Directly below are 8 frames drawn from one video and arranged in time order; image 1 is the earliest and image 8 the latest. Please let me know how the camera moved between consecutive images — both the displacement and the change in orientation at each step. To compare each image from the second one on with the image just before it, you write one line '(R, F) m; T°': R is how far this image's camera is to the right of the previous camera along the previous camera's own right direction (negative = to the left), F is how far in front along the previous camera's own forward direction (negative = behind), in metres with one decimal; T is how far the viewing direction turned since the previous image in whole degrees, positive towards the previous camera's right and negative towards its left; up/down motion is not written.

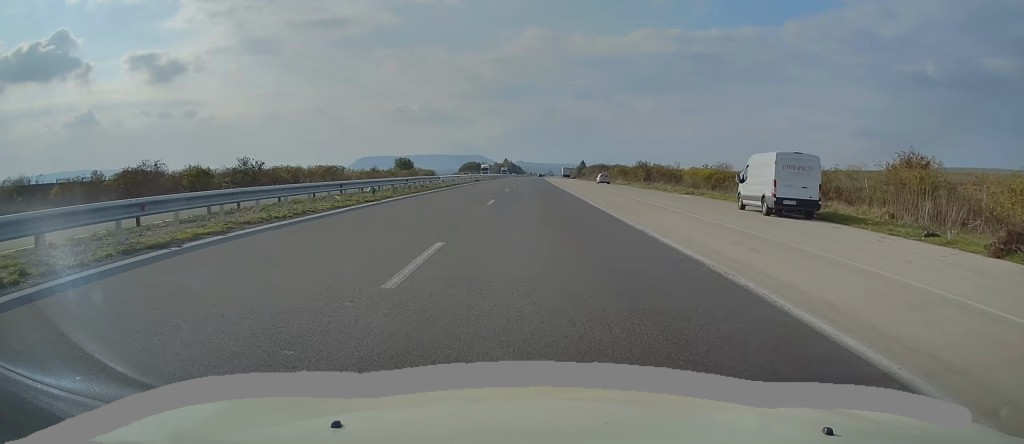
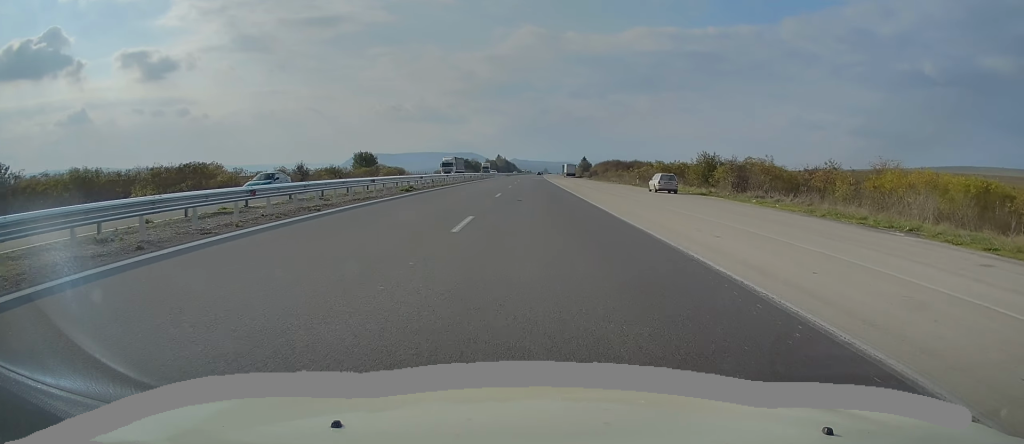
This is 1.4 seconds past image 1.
(+0.6, +43.1) m; 0°
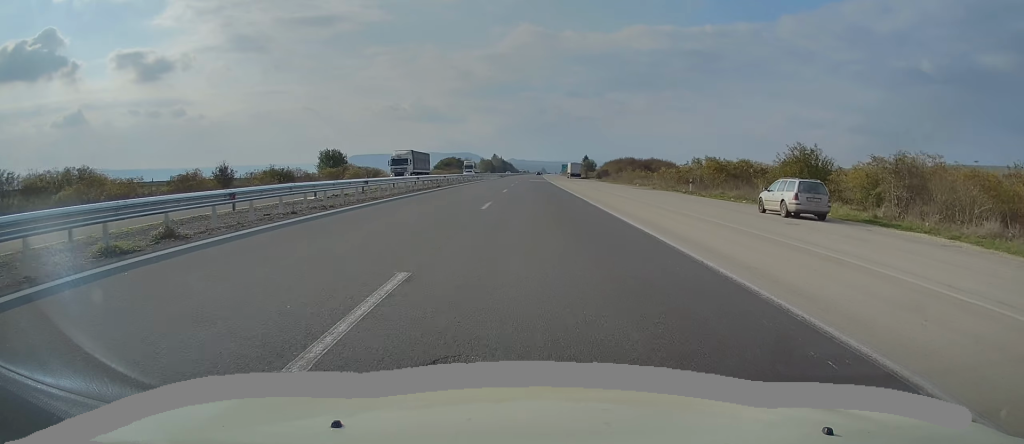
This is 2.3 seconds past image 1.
(-0.4, +24.9) m; 0°
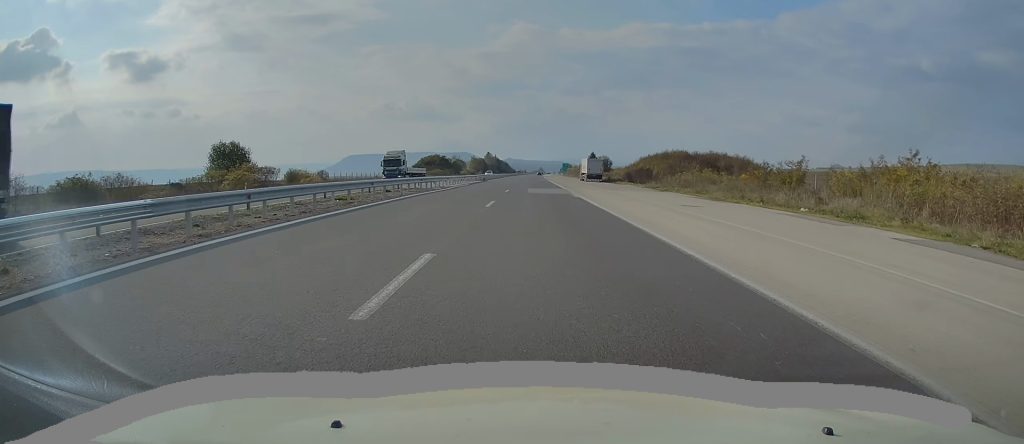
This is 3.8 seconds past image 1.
(+0.5, +47.0) m; +1°
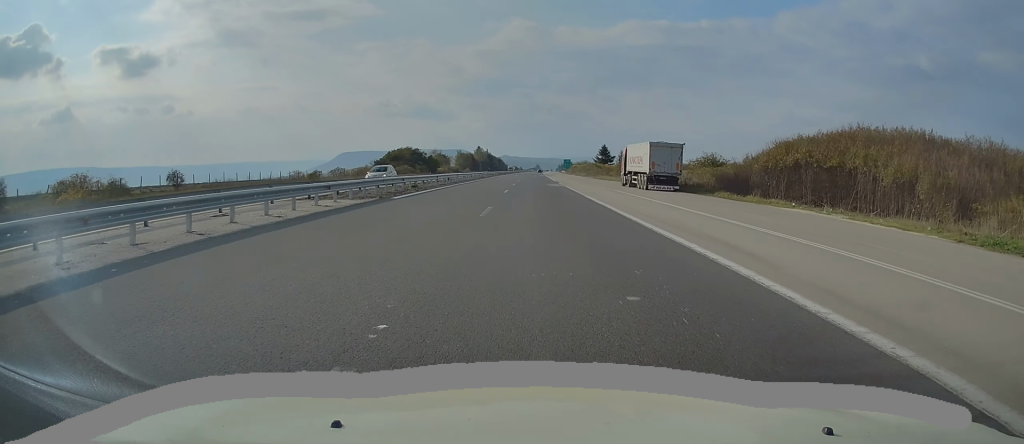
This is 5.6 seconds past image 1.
(0.0, +54.3) m; 0°
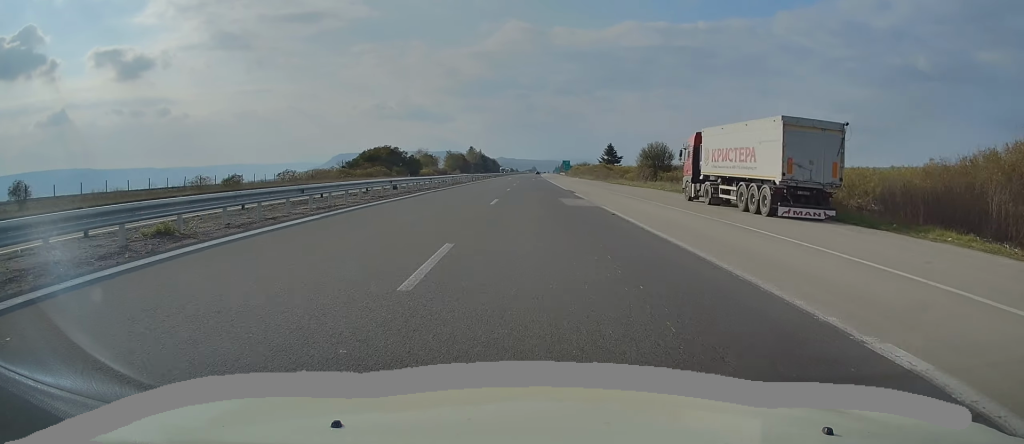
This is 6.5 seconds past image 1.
(0.0, +26.2) m; 0°
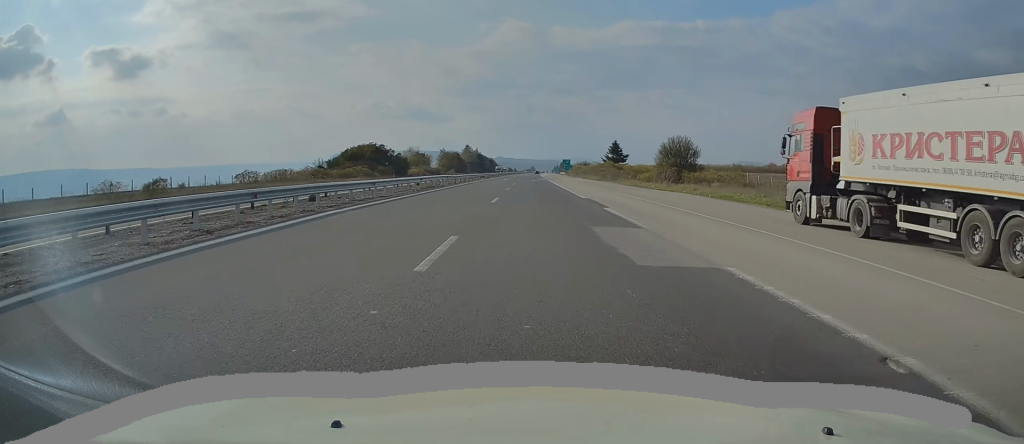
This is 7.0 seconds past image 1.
(0.0, +15.1) m; 0°
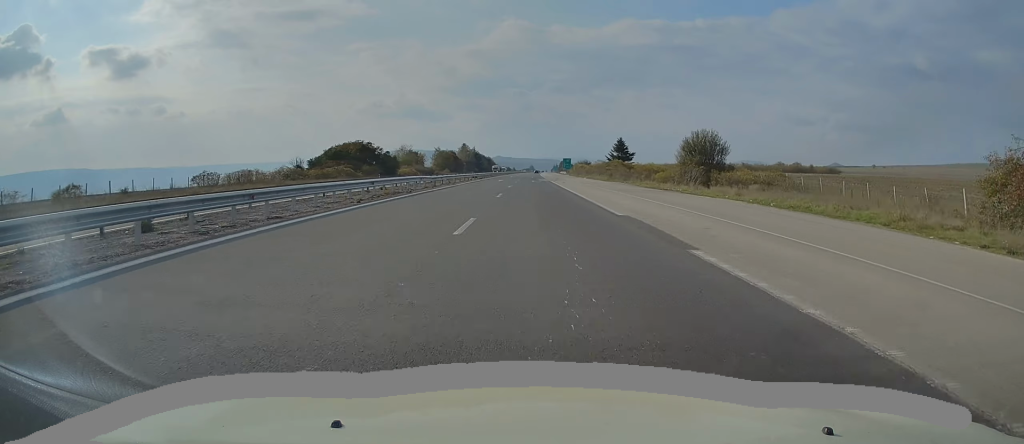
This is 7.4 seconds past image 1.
(-0.1, +12.1) m; 0°
